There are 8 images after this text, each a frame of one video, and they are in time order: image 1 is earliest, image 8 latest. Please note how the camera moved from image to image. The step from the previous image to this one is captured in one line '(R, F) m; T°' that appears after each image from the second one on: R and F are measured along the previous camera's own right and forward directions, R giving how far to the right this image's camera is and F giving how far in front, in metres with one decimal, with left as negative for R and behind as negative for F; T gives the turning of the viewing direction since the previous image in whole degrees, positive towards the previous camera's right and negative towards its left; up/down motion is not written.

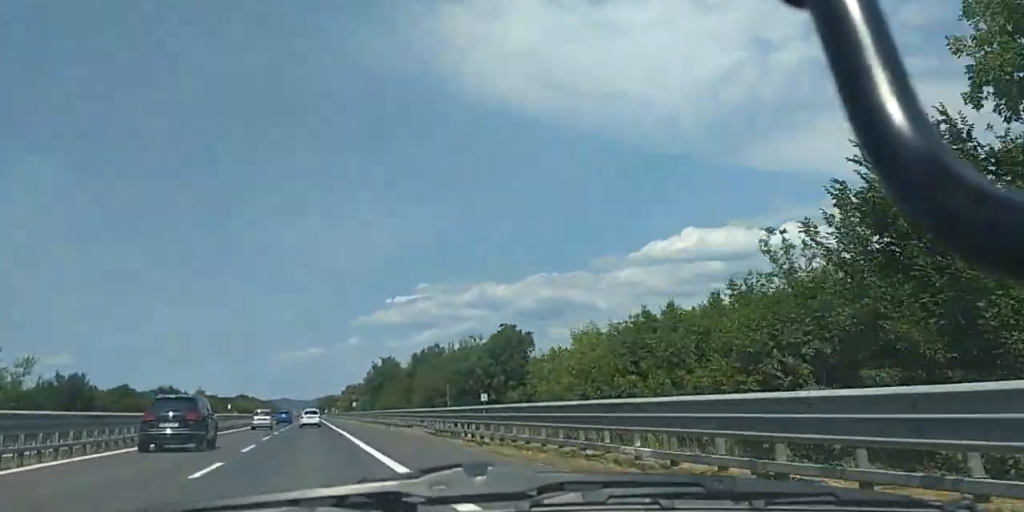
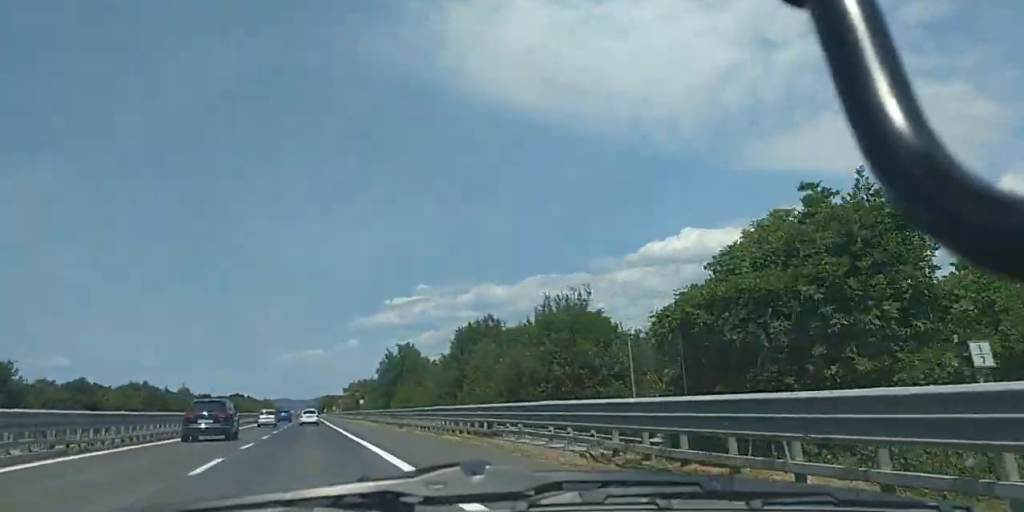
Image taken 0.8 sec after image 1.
(0.0, +22.2) m; 0°
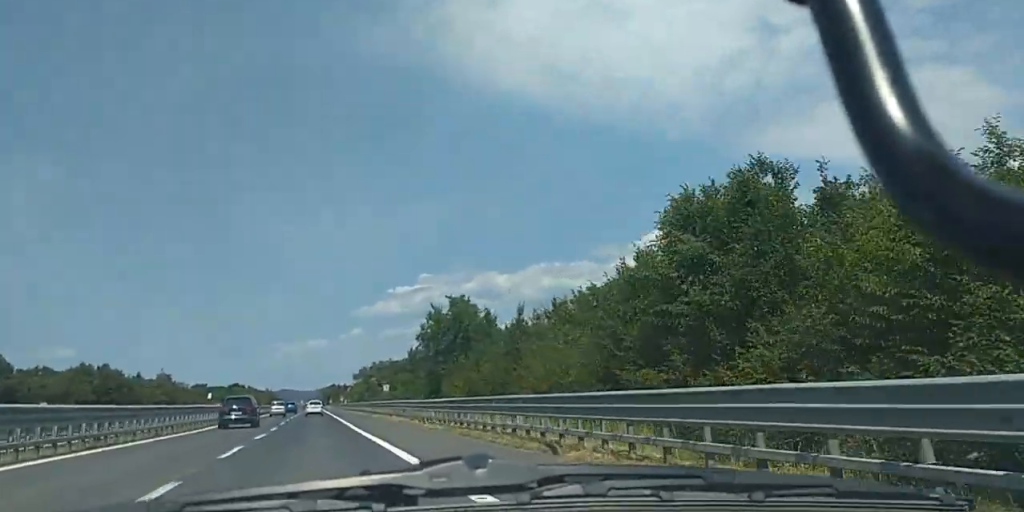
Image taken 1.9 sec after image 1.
(0.0, +30.8) m; +1°
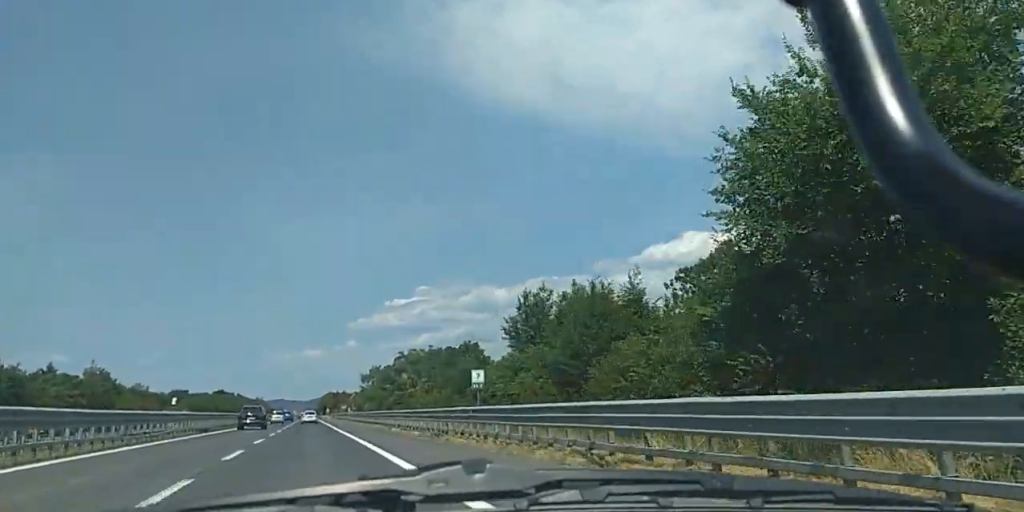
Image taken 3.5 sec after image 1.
(+0.4, +44.2) m; 0°
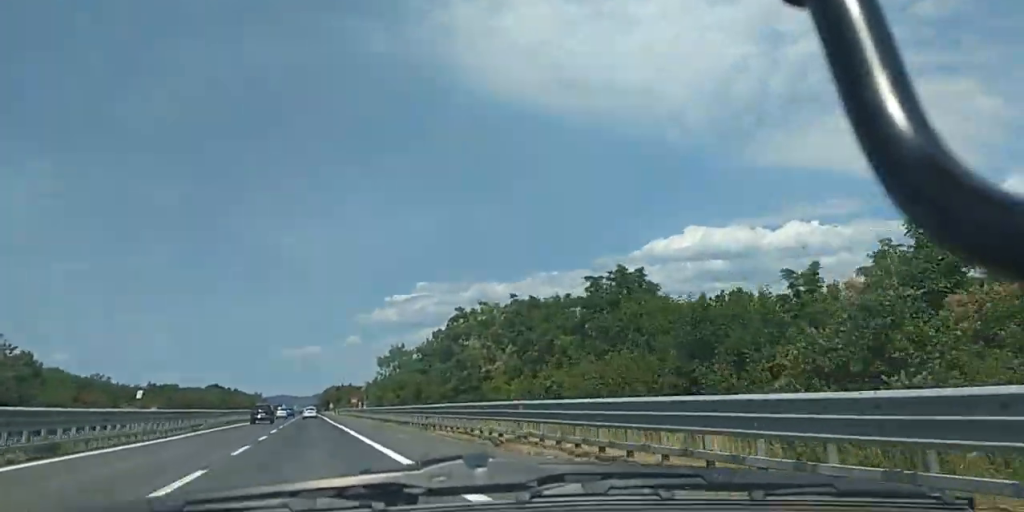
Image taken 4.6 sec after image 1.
(-0.6, +31.5) m; -2°
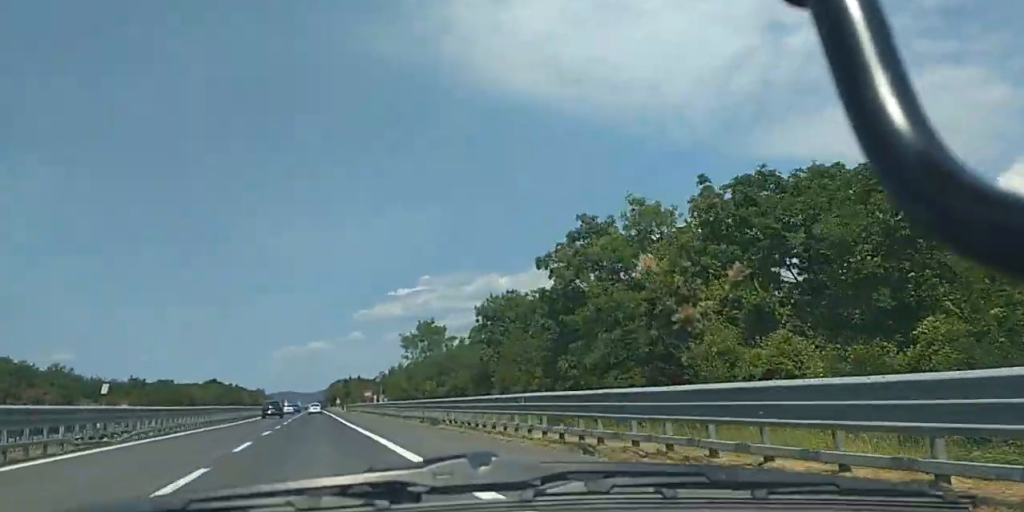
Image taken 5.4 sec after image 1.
(-0.2, +22.8) m; 0°
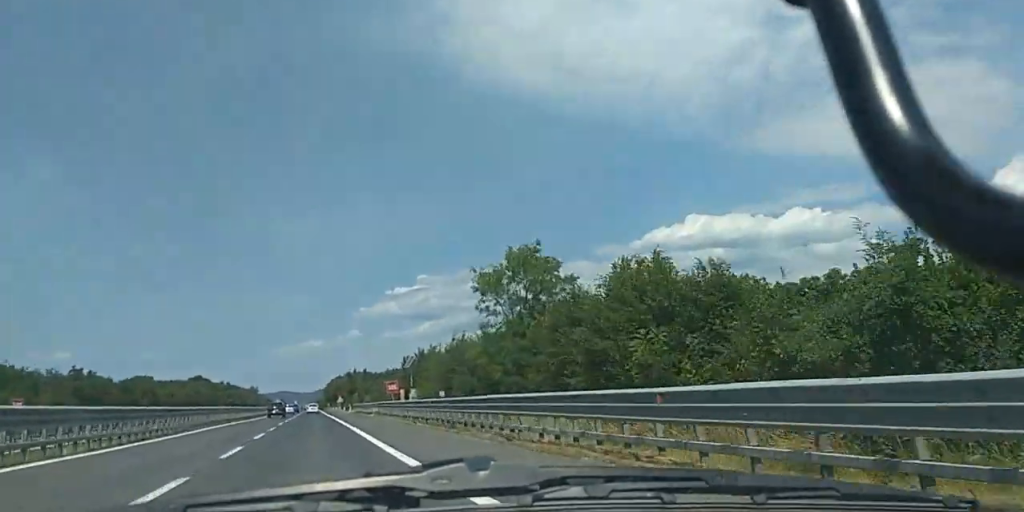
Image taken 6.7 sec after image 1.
(+0.7, +35.1) m; +1°
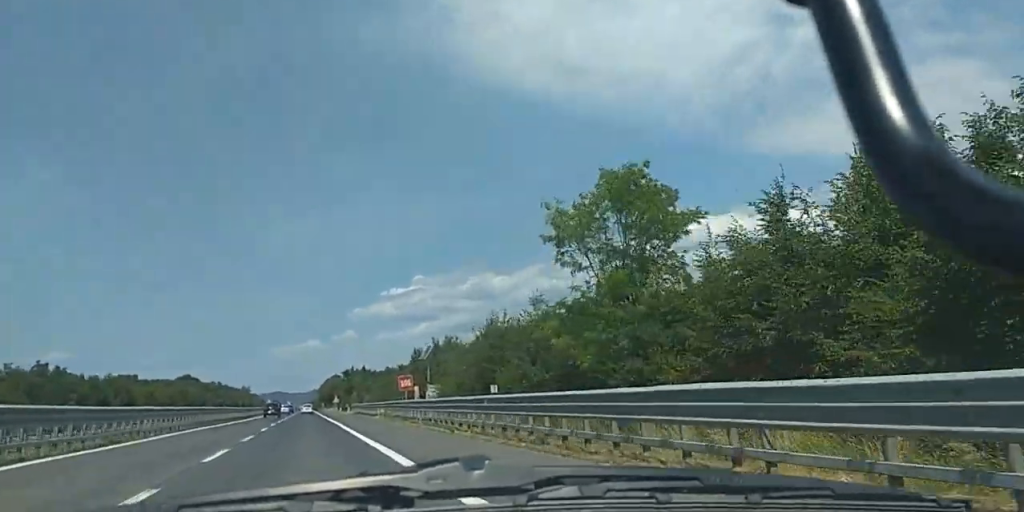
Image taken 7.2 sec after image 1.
(+0.1, +13.2) m; 0°
